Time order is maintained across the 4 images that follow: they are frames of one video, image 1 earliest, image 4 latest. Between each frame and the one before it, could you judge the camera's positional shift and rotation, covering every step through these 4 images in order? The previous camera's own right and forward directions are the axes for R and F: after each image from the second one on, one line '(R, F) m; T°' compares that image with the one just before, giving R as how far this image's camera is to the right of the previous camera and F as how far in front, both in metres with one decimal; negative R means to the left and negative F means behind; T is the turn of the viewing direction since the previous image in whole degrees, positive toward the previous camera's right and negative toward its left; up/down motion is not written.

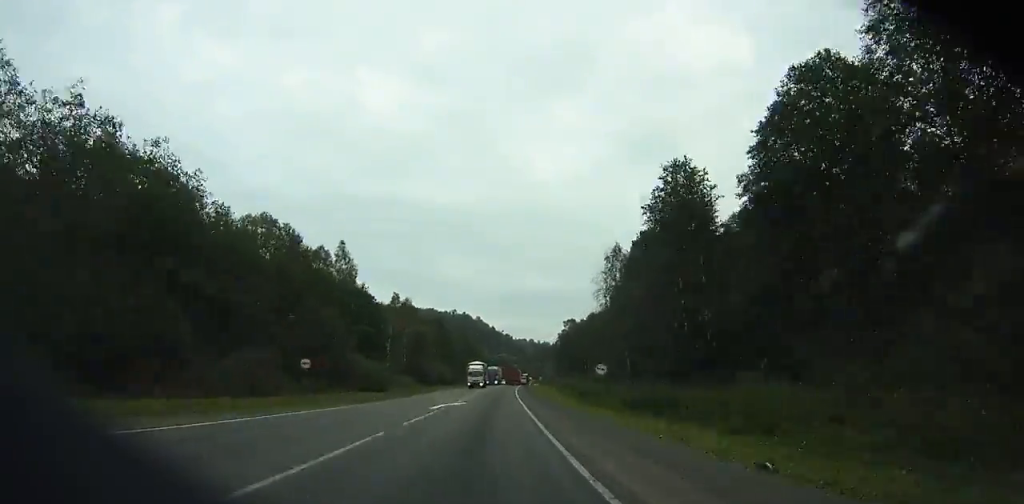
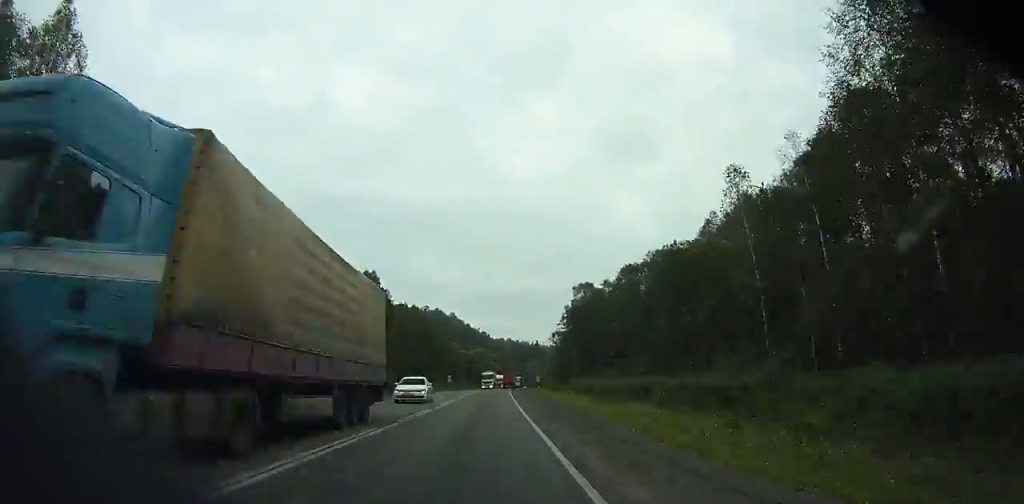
(+1.2, +64.4) m; +2°
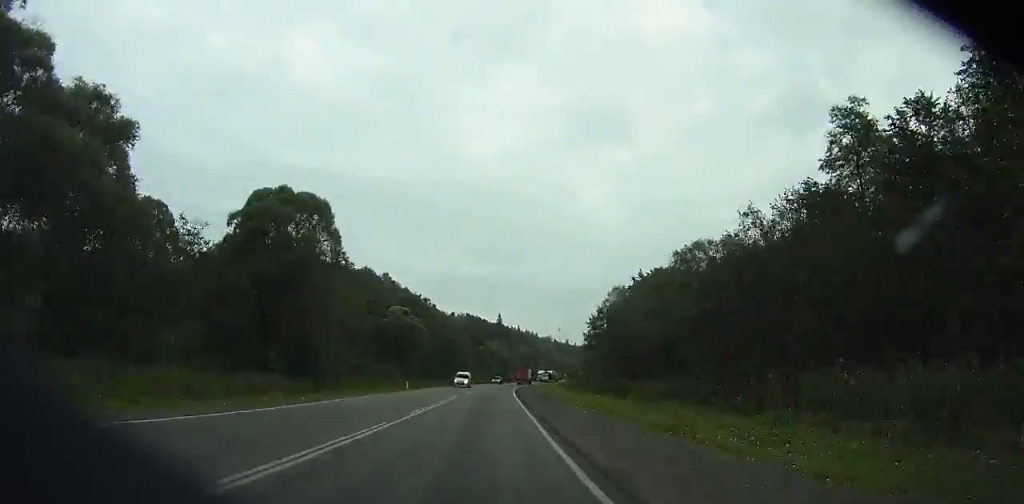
(+9.4, +198.4) m; +5°
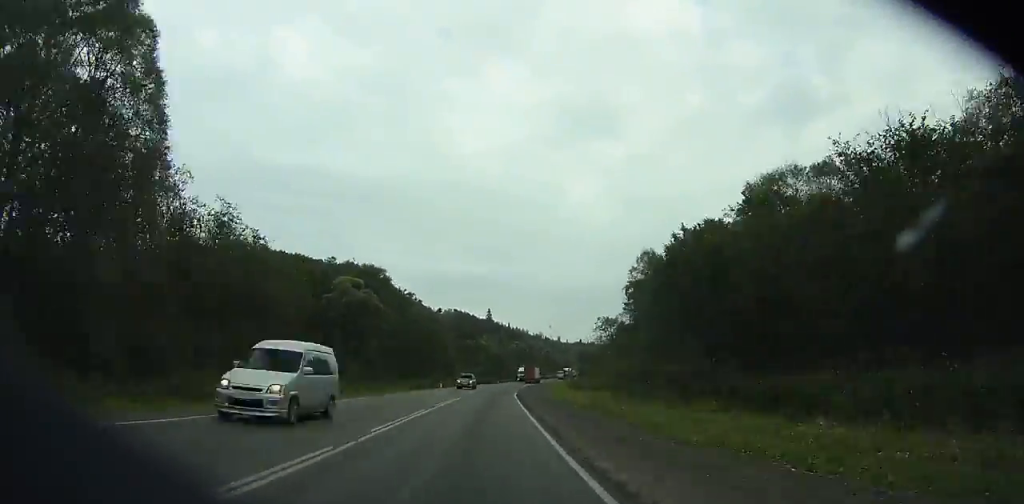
(-0.1, +29.1) m; +1°
